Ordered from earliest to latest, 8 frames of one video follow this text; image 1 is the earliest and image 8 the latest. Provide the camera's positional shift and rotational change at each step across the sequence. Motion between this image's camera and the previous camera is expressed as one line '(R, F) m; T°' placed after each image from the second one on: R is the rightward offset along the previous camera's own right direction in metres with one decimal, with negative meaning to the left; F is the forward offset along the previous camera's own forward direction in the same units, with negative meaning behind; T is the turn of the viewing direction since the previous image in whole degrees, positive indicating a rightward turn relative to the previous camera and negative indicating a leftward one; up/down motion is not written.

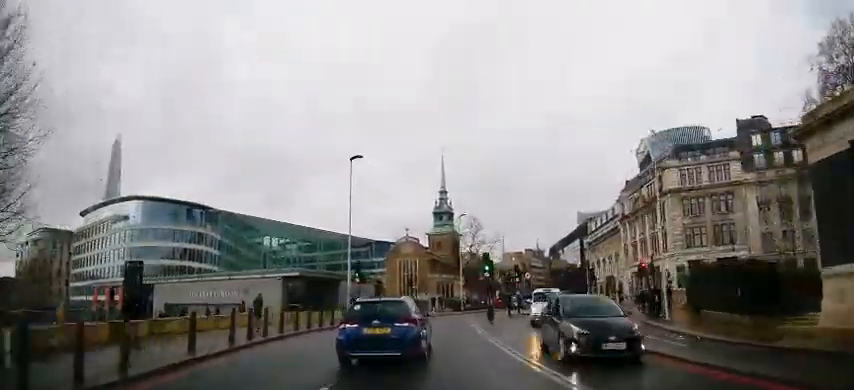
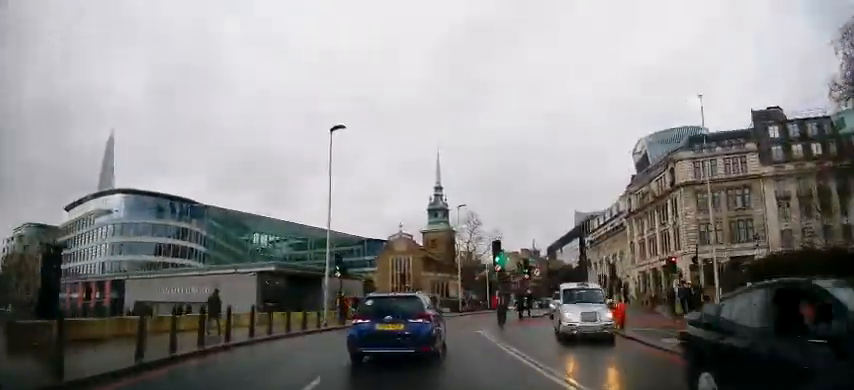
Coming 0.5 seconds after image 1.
(0.0, +5.2) m; +1°
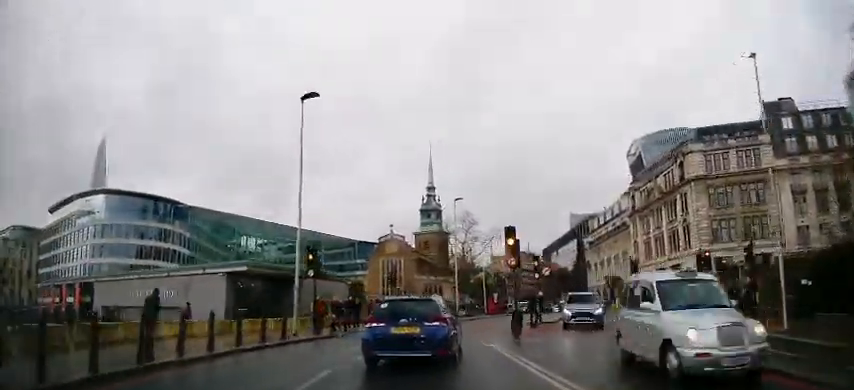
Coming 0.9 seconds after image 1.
(-0.1, +4.9) m; +1°
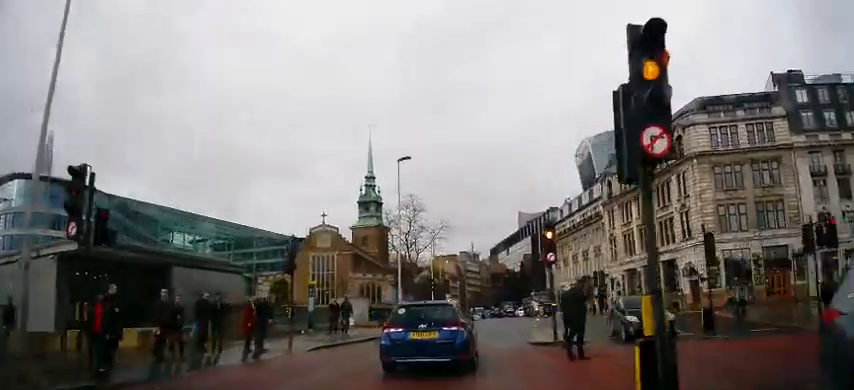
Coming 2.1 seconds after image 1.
(+0.8, +13.0) m; +10°
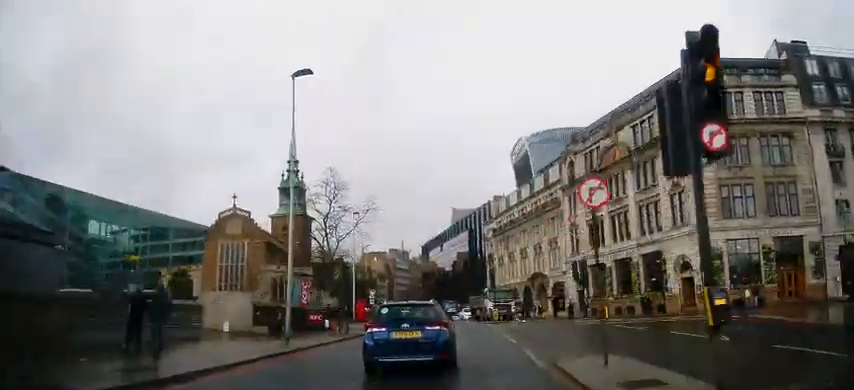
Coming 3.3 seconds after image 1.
(+1.1, +11.5) m; +7°
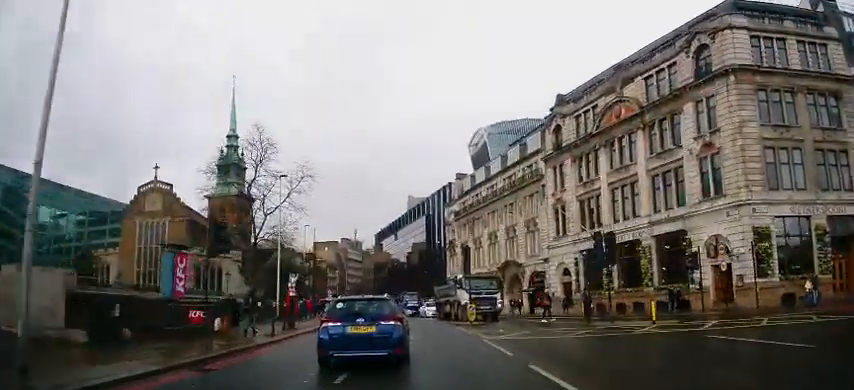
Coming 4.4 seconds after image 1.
(+0.3, +11.1) m; +3°
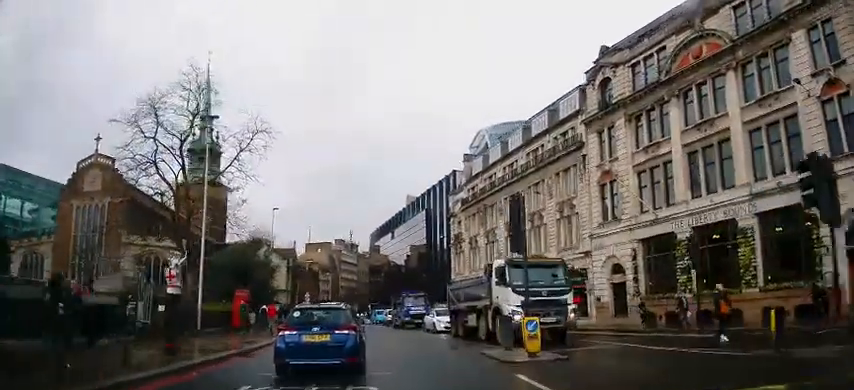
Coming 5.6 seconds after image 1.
(+0.1, +12.4) m; 0°
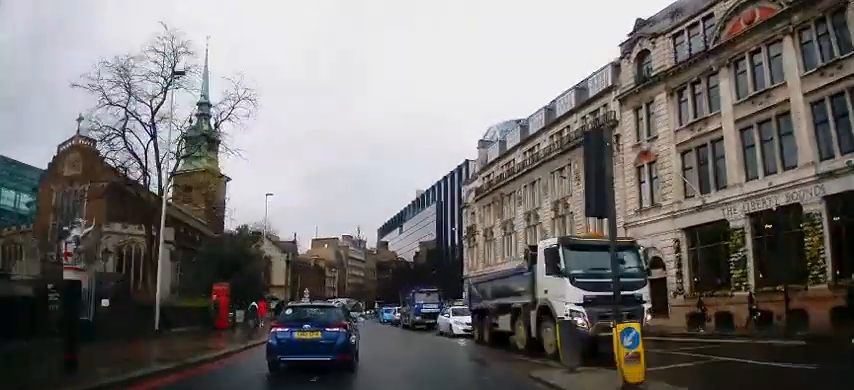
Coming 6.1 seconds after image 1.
(-0.2, +4.7) m; 0°
